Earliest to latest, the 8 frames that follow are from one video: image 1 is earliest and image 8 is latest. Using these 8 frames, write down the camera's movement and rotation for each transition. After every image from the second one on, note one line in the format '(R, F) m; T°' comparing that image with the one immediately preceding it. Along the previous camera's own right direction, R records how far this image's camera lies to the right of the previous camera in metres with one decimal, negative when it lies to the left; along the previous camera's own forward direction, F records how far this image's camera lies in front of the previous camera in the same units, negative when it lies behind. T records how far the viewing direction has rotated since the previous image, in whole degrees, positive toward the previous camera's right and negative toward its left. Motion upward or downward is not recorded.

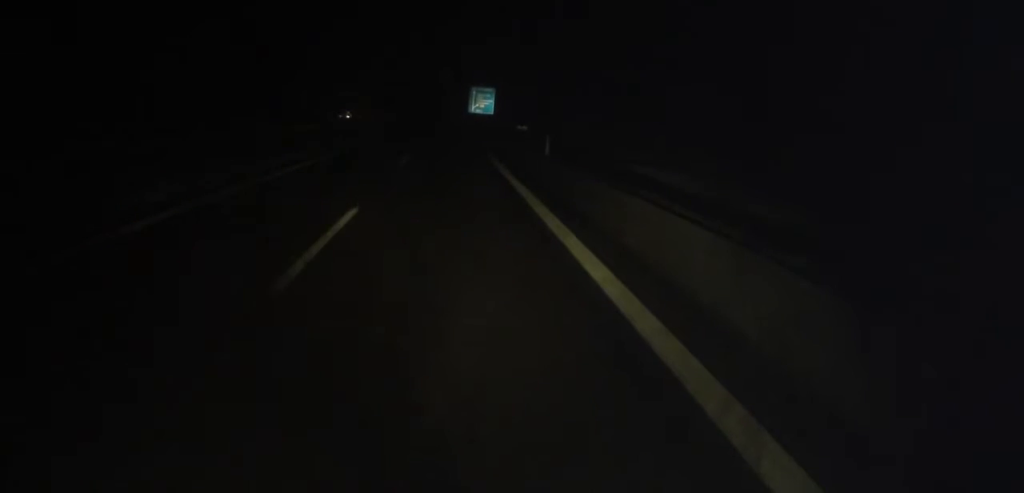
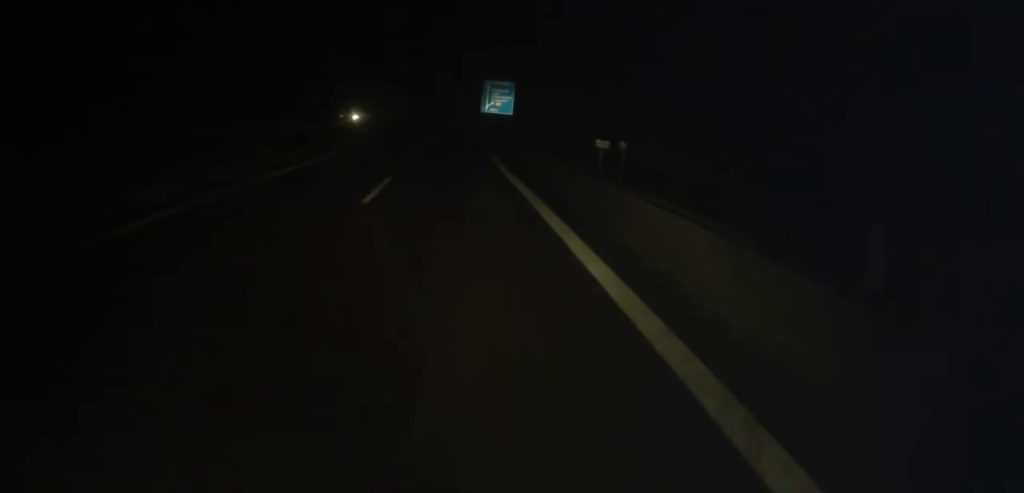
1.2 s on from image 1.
(+0.1, +29.0) m; -1°
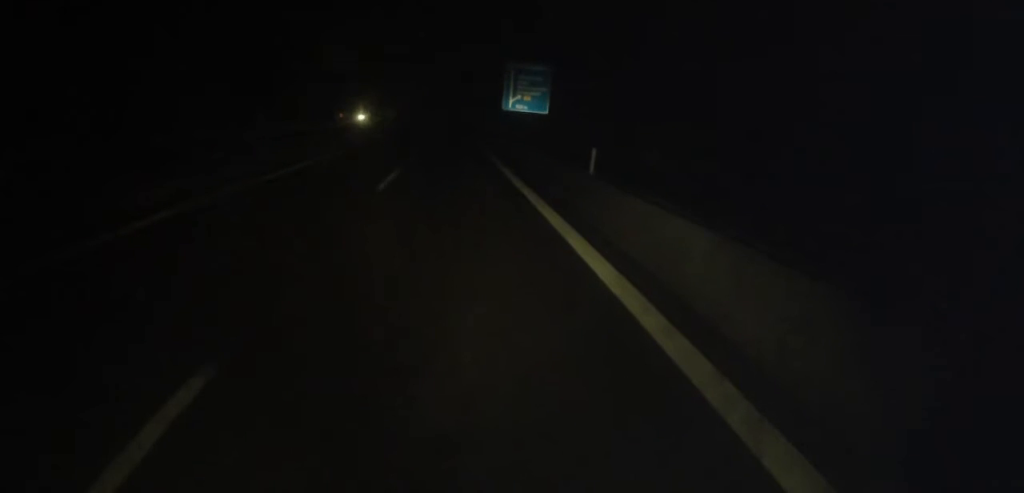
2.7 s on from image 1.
(-1.3, +33.5) m; -3°
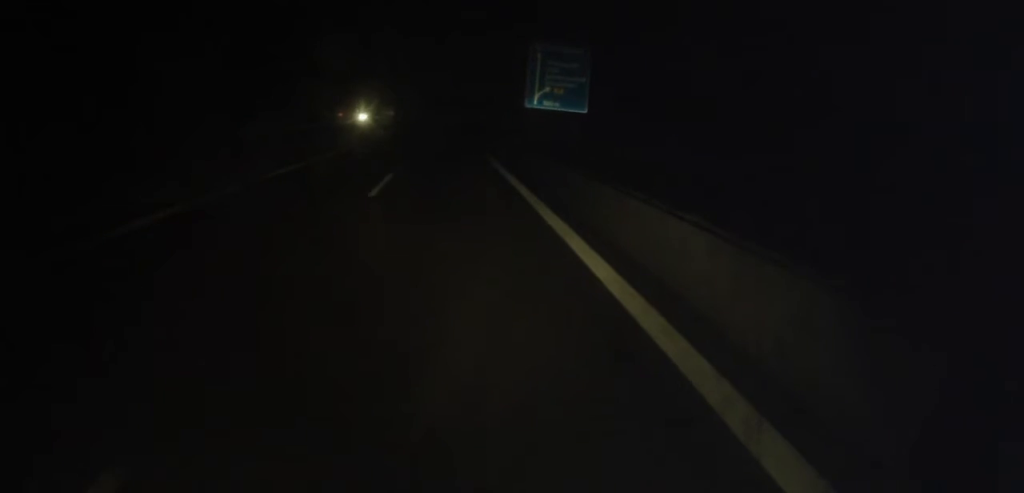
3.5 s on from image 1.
(-0.2, +19.3) m; 0°
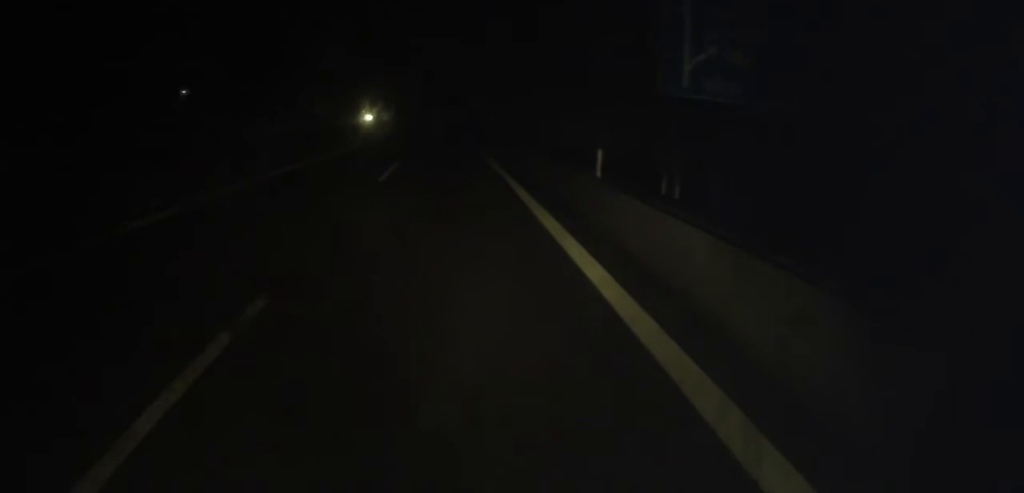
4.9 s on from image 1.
(+0.1, +32.3) m; -1°
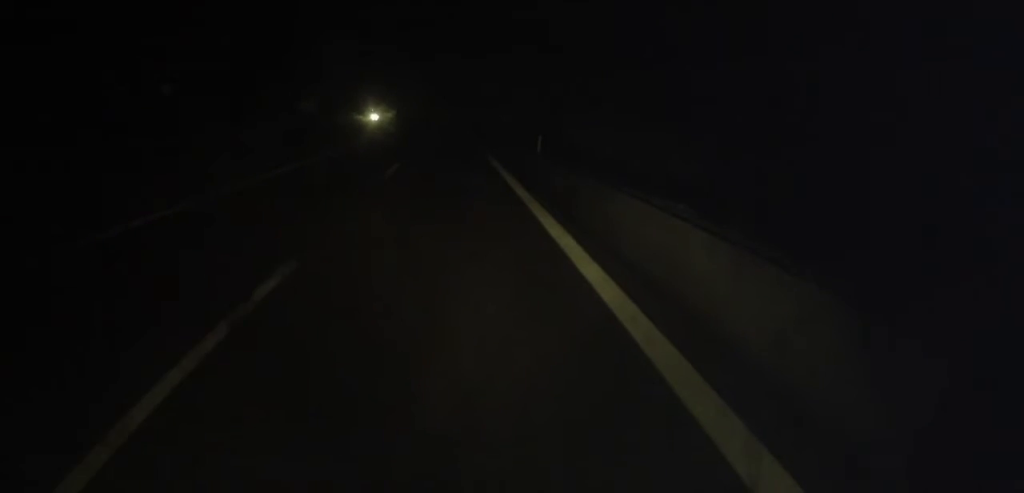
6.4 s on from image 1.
(-0.5, +34.4) m; -2°
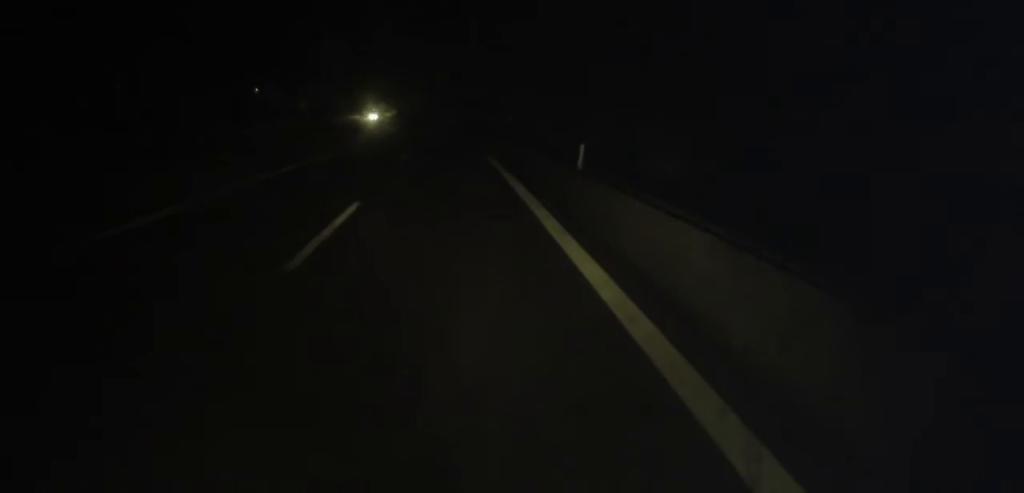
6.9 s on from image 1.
(-0.3, +12.2) m; 0°
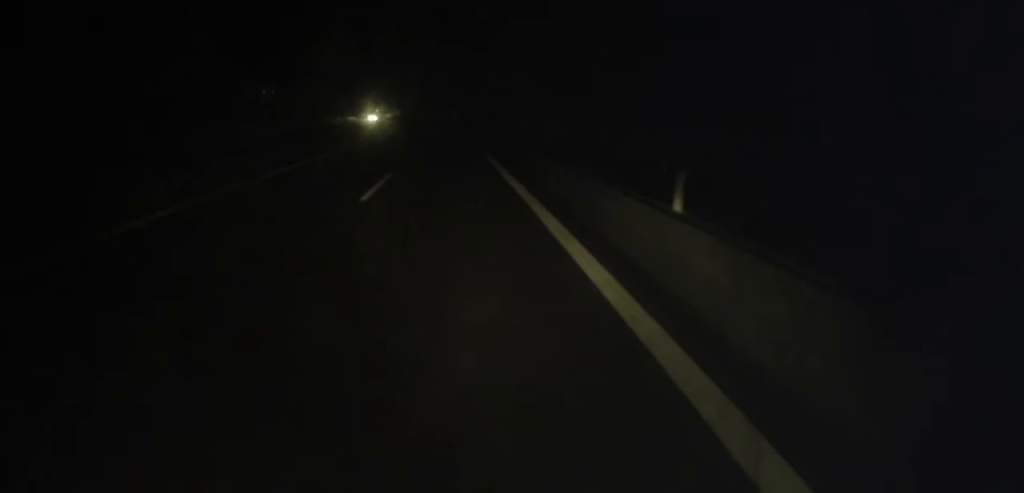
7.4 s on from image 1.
(-0.1, +11.4) m; 0°
